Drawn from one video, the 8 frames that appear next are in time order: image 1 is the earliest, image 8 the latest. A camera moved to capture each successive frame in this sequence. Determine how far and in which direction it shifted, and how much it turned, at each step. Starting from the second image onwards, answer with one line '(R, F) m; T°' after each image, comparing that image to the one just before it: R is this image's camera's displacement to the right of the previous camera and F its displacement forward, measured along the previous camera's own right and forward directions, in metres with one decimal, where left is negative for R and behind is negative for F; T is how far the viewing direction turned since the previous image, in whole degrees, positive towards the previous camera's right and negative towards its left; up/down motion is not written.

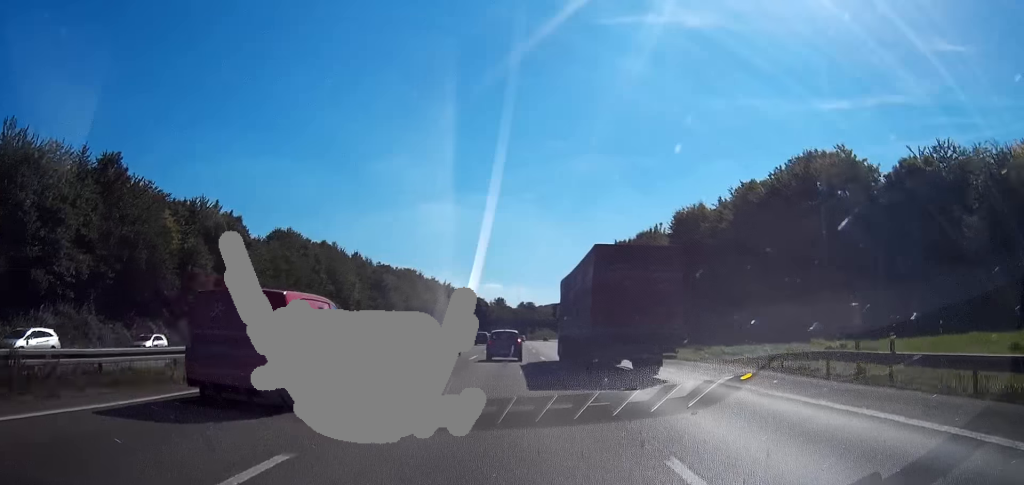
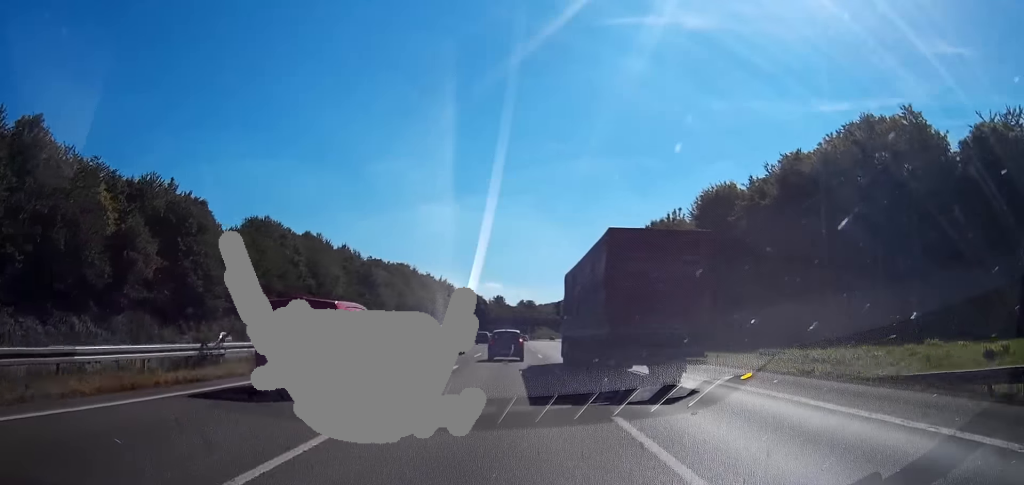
(0.0, +14.0) m; +1°
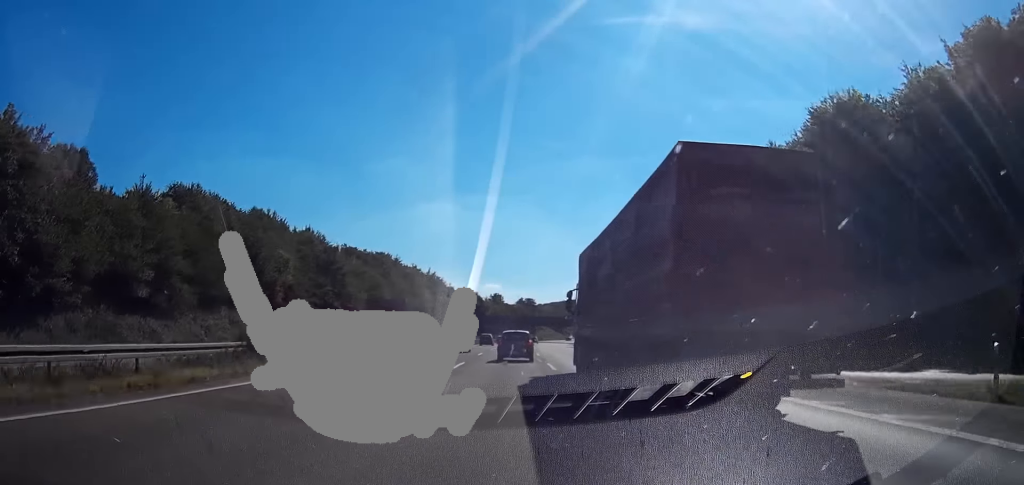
(+0.6, +32.8) m; +2°
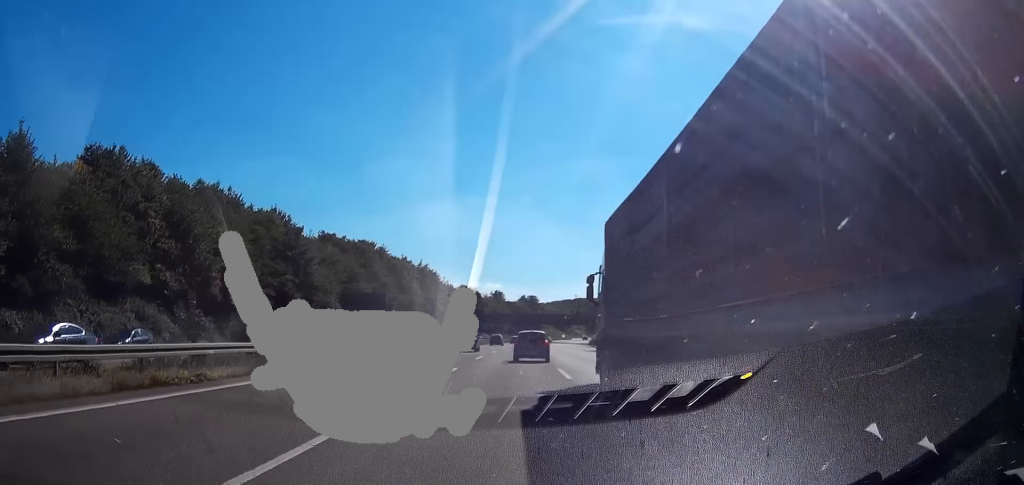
(+0.1, +24.3) m; 0°
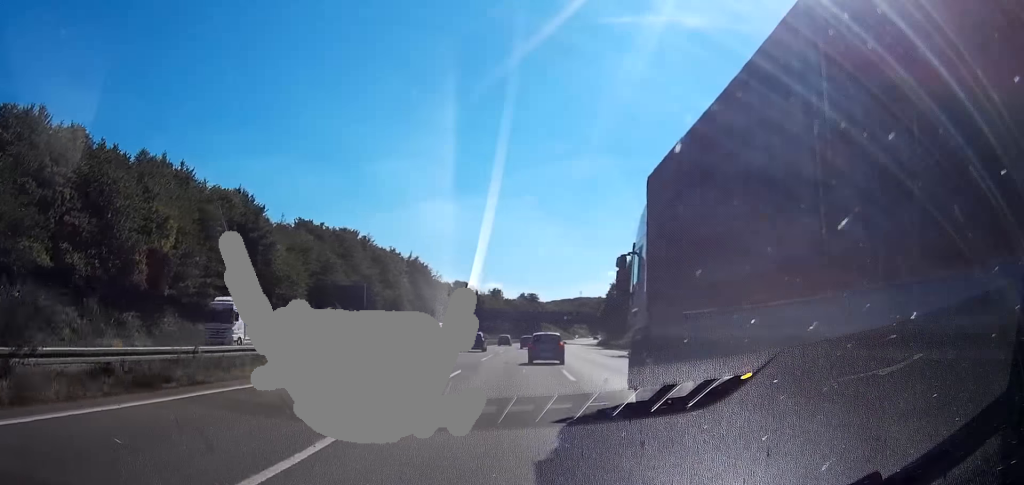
(0.0, +18.2) m; 0°
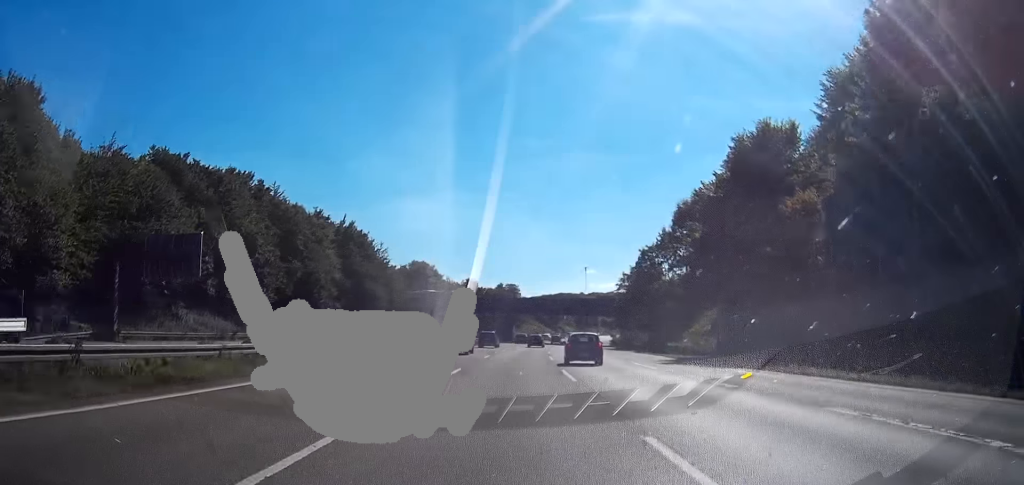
(0.0, +54.7) m; 0°
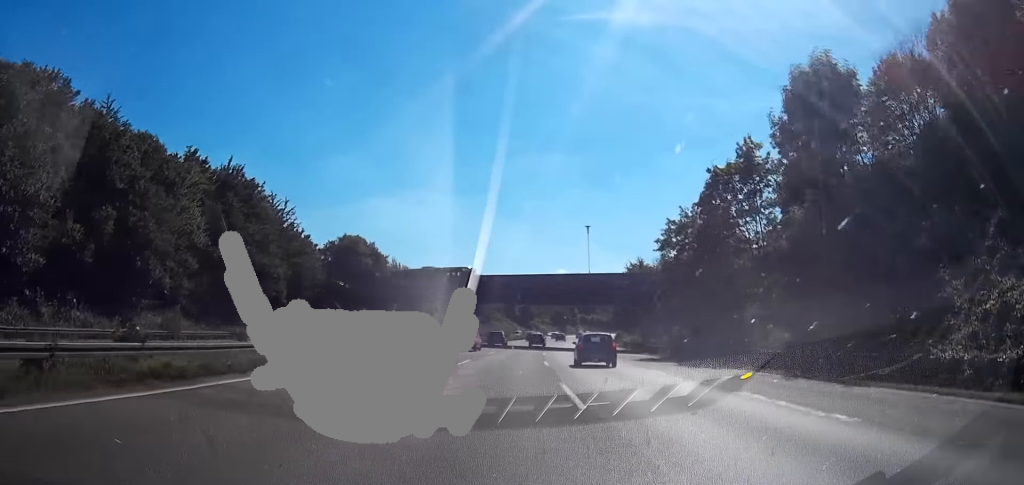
(0.0, +44.7) m; +3°
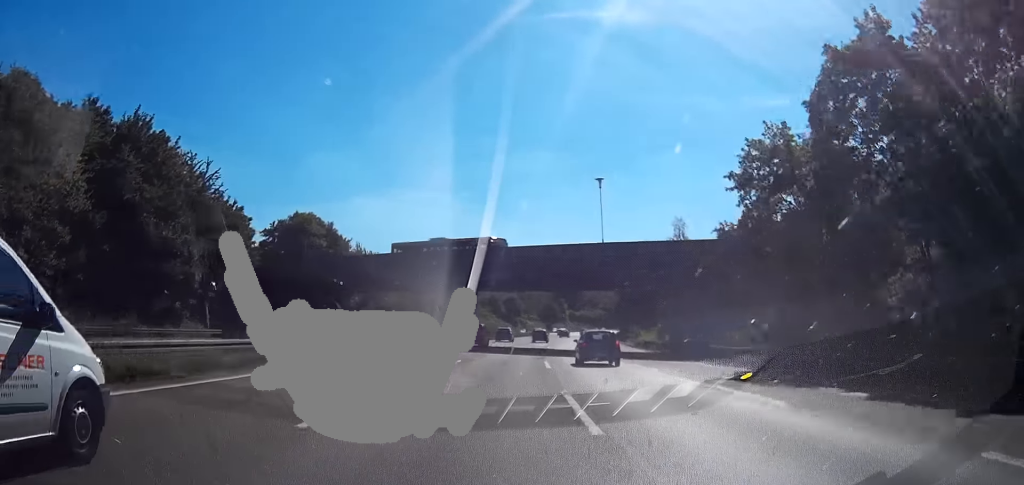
(+1.1, +22.1) m; +3°
